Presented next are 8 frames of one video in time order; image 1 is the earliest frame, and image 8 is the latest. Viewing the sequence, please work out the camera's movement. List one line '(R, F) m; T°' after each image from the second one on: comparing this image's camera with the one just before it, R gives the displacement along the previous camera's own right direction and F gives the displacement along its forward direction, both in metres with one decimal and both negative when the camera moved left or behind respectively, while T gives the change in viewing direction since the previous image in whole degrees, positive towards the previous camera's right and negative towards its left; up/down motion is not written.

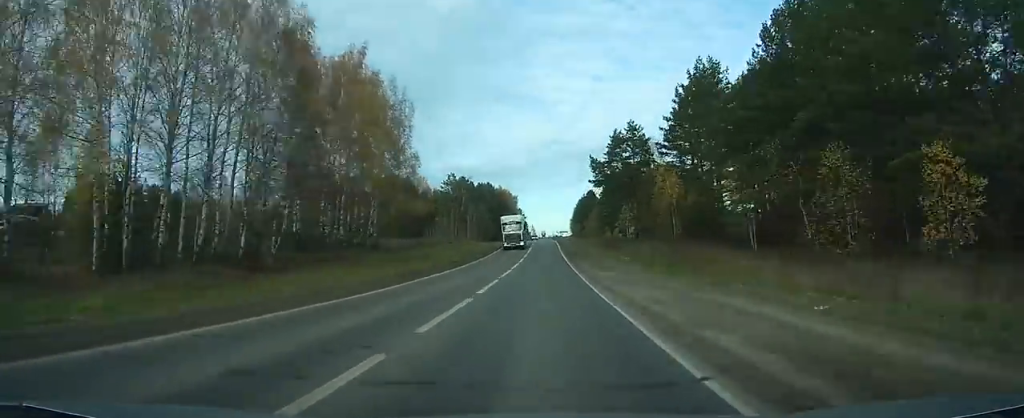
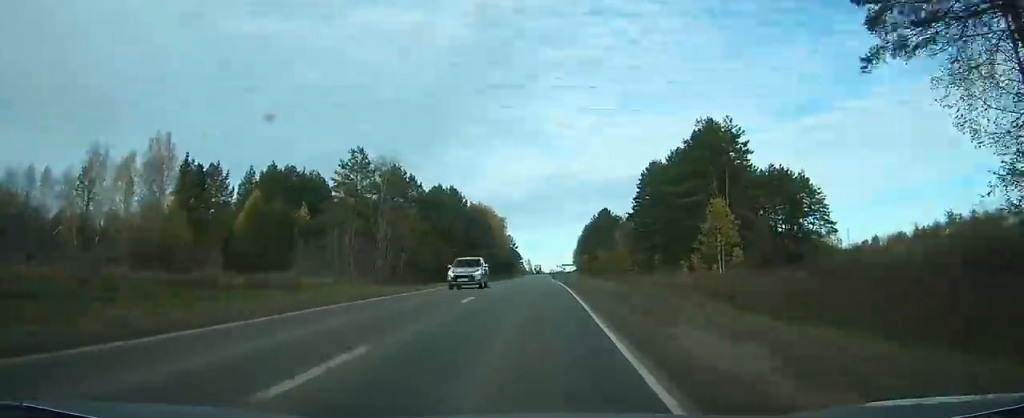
(+0.3, +81.6) m; 0°
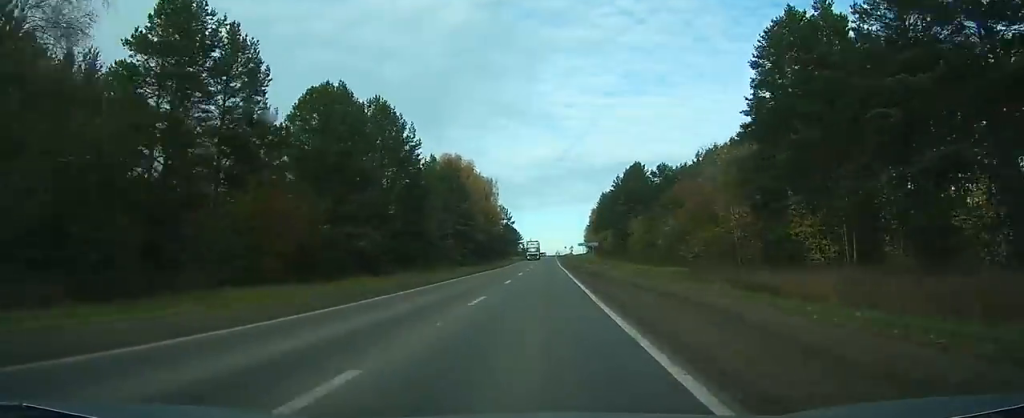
(-0.1, +65.4) m; 0°
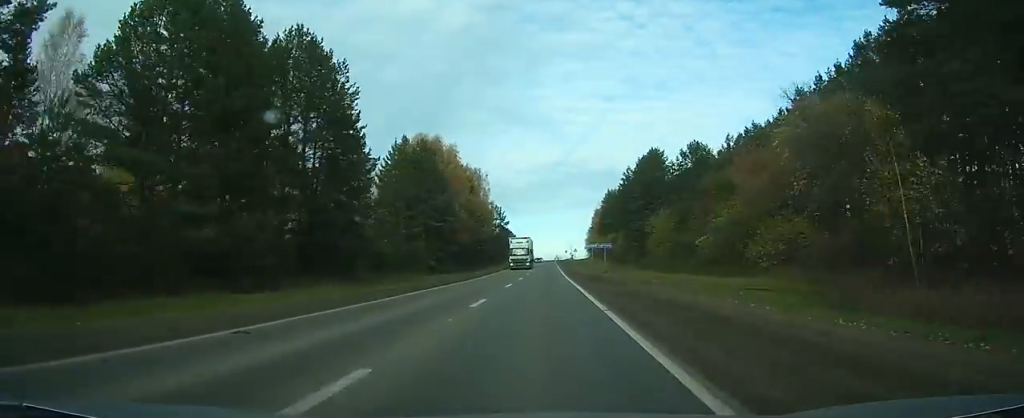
(+0.1, +23.7) m; 0°
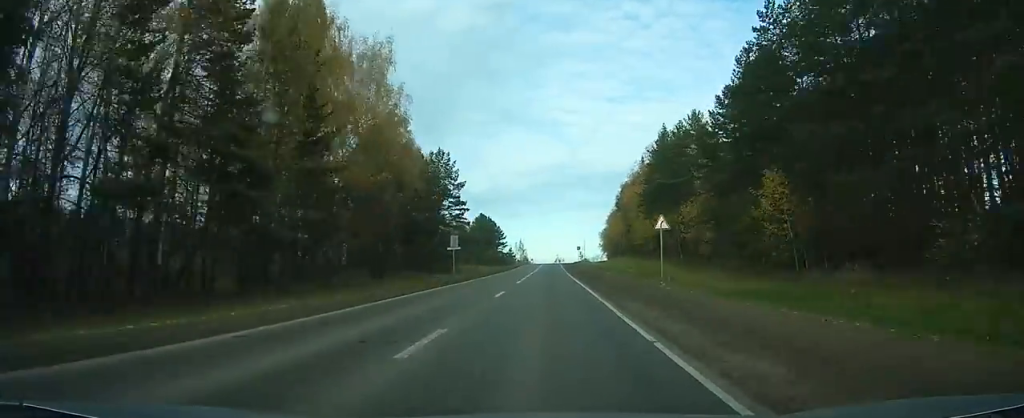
(+0.3, +91.1) m; 0°
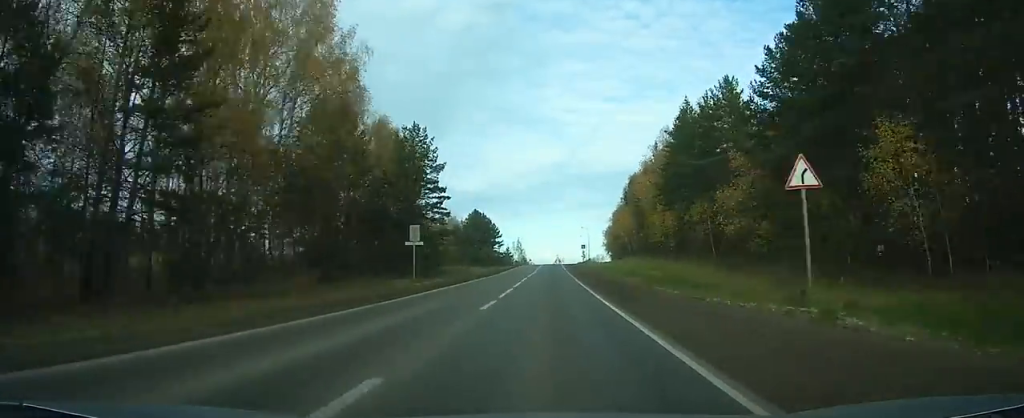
(0.0, +16.0) m; 0°
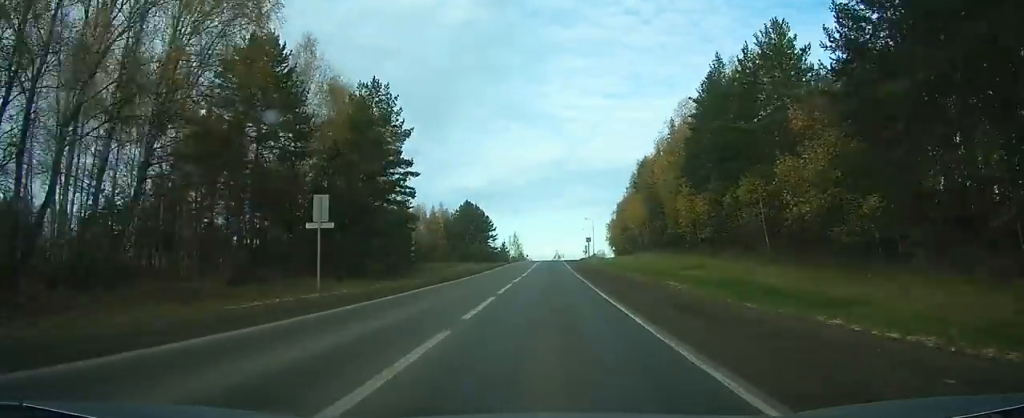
(0.0, +15.9) m; 0°
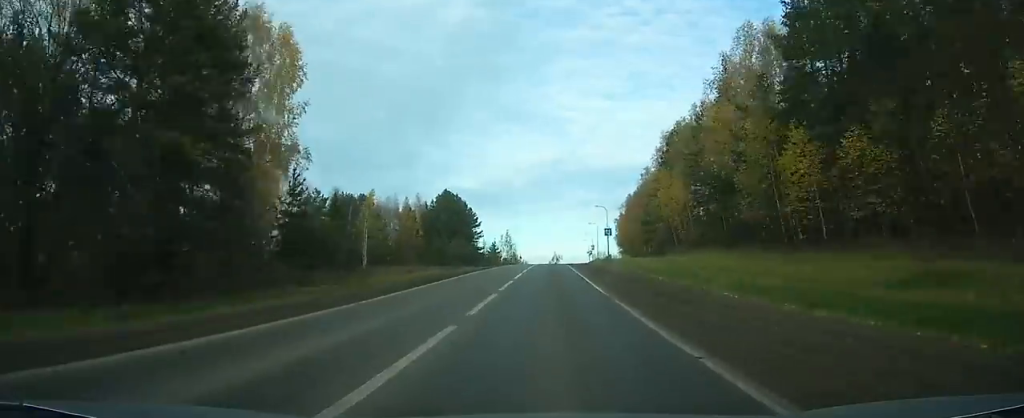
(0.0, +31.5) m; 0°
